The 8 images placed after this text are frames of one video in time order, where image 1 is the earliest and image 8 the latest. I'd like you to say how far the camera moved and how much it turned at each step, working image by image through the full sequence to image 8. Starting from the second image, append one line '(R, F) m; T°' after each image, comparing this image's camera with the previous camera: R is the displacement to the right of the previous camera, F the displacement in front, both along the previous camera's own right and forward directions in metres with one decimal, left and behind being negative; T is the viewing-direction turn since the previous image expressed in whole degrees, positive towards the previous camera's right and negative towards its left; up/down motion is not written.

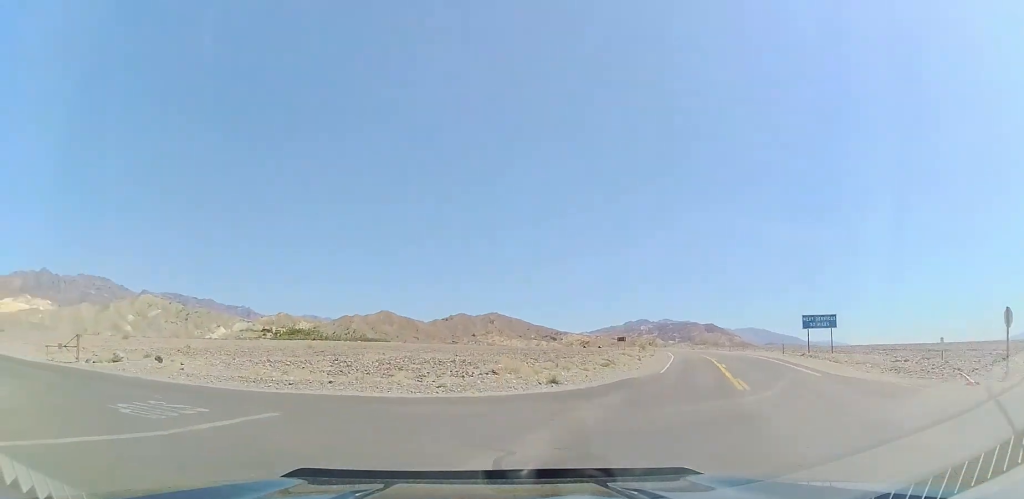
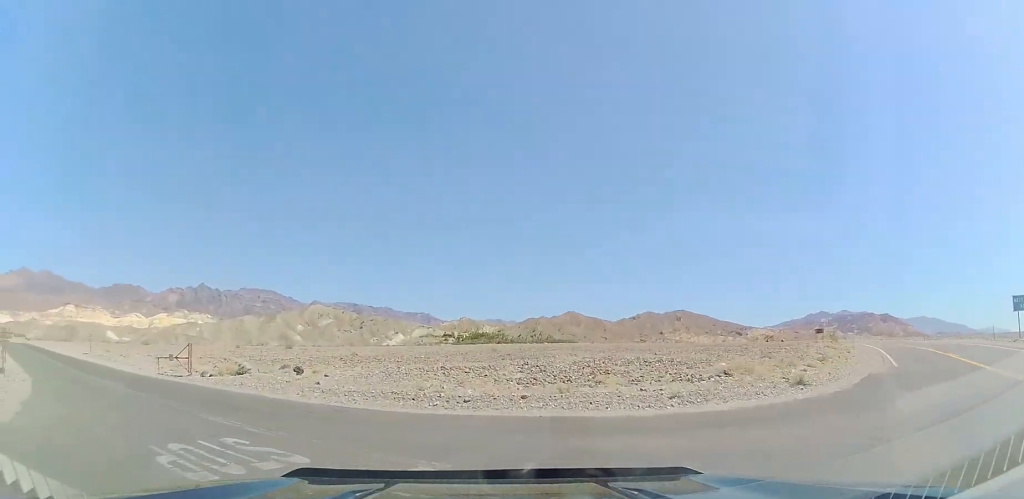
(-1.4, +6.3) m; -22°
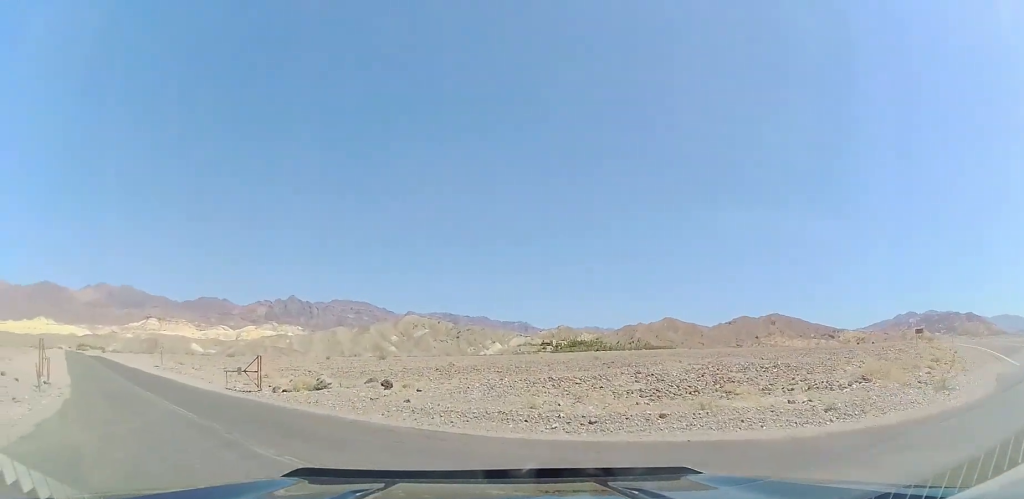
(-0.4, +2.8) m; -10°
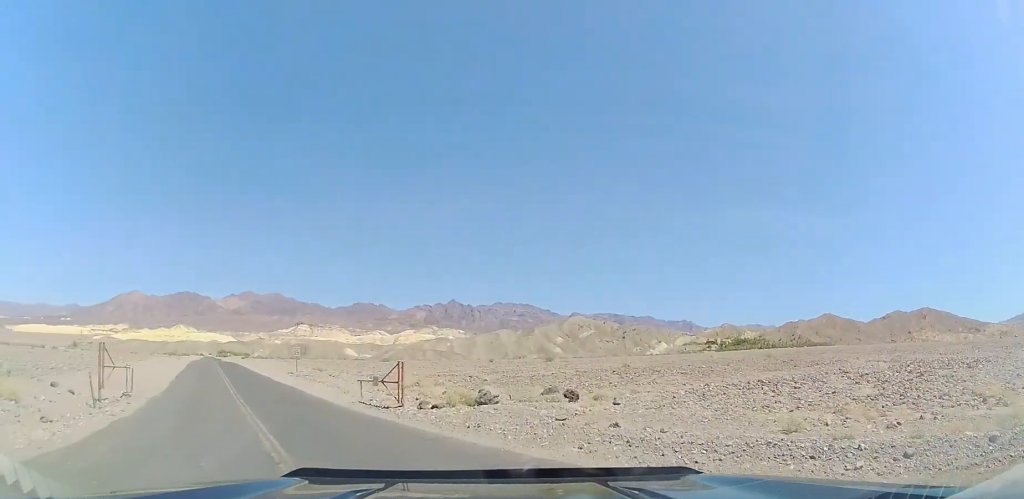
(-0.8, +4.9) m; -17°
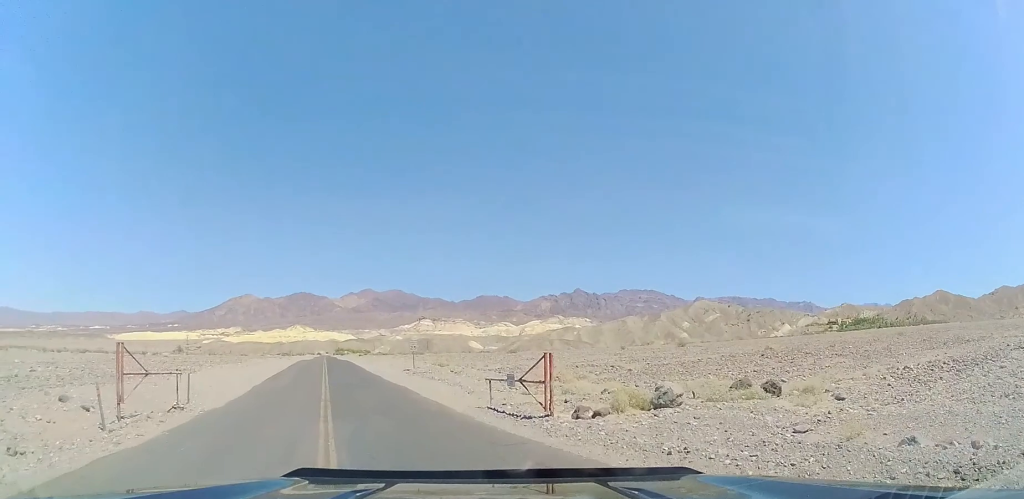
(-0.5, +4.6) m; -14°
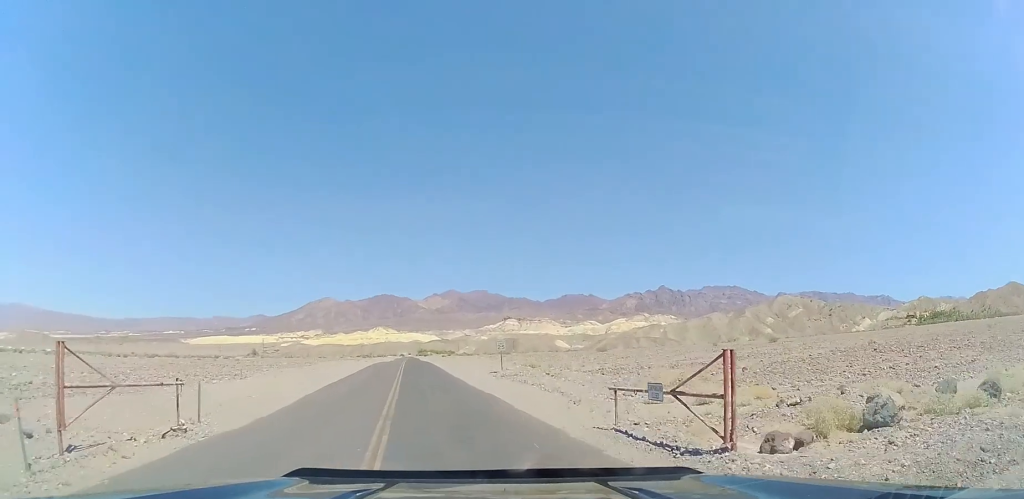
(-0.6, +4.2) m; -6°
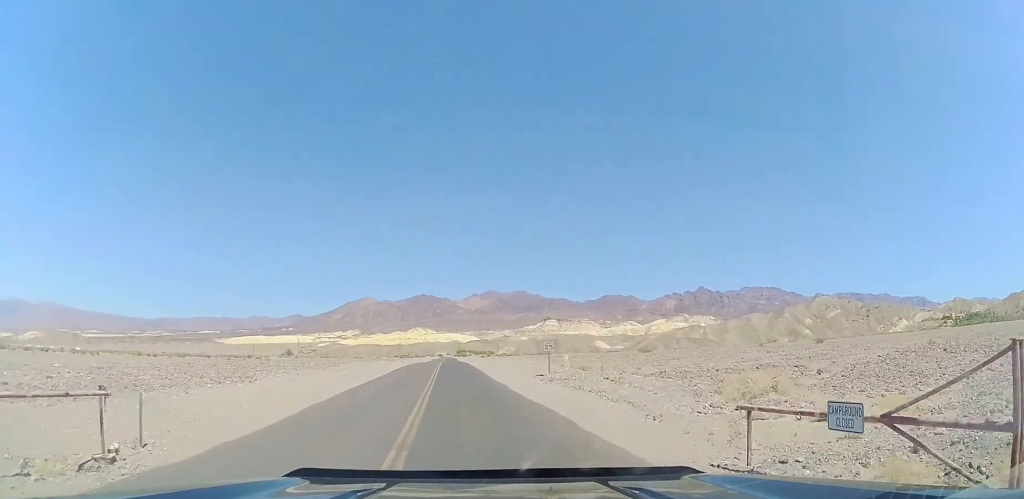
(-0.2, +3.7) m; -3°
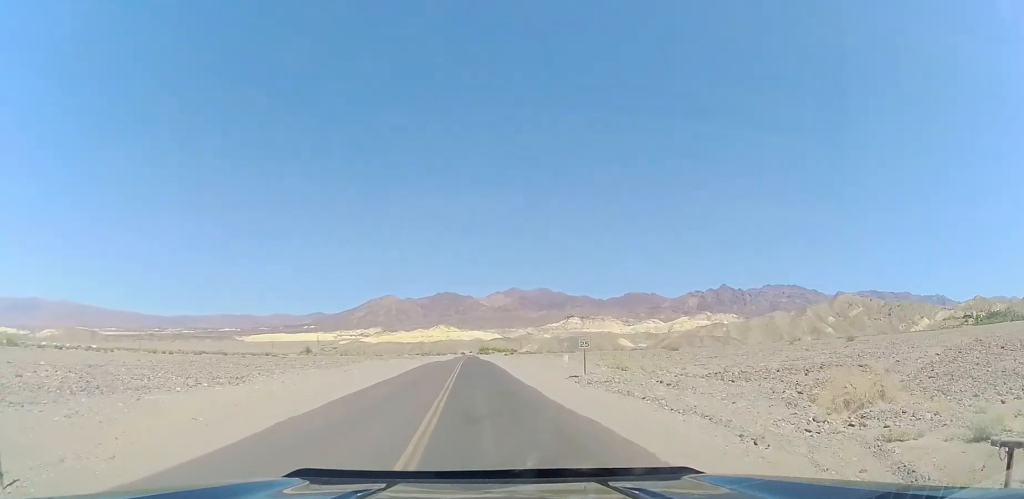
(0.0, +3.7) m; 0°
